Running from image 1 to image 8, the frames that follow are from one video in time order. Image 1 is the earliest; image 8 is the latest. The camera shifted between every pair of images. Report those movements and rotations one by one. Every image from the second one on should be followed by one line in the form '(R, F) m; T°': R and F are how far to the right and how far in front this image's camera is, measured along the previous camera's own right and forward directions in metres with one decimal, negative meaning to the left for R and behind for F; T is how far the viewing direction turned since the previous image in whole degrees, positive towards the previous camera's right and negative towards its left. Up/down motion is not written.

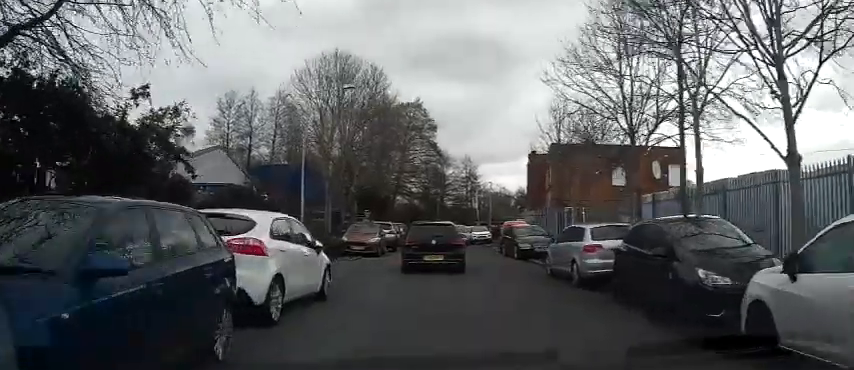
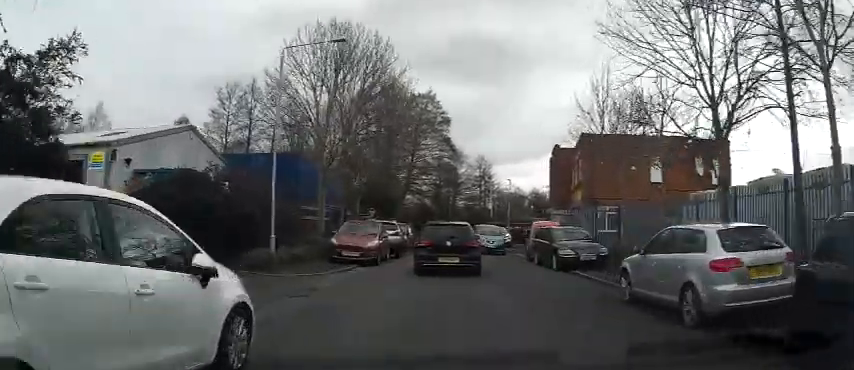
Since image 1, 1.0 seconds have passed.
(-0.1, +5.3) m; -2°
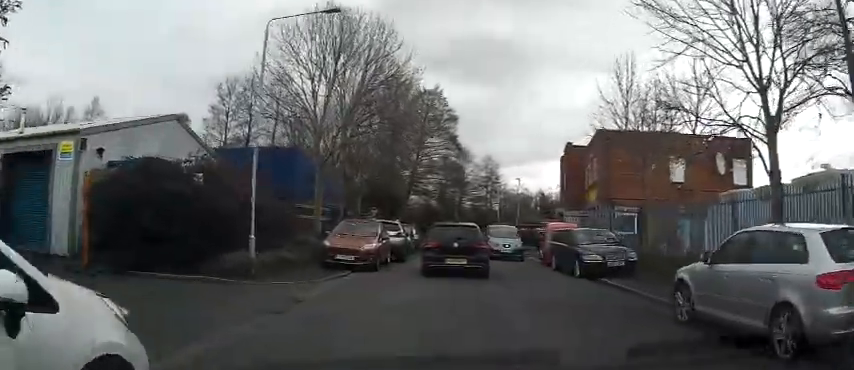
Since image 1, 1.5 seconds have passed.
(0.0, +2.3) m; -1°
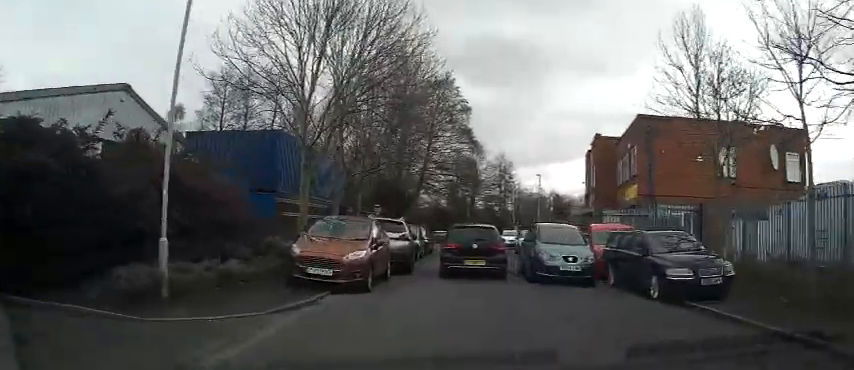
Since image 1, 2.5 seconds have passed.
(-0.2, +4.7) m; +3°
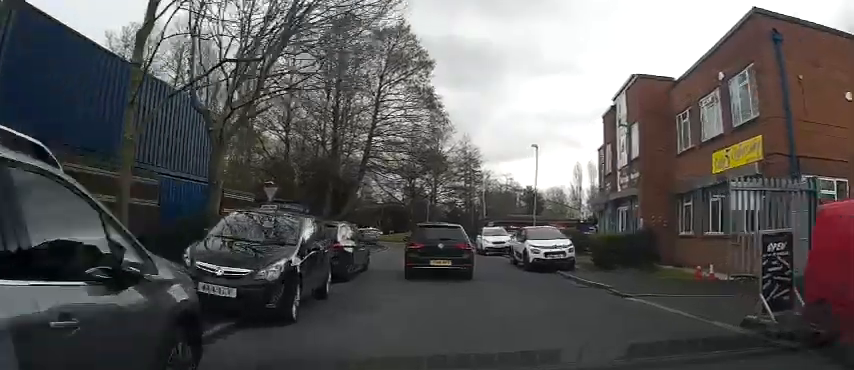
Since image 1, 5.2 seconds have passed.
(+0.8, +13.4) m; +1°
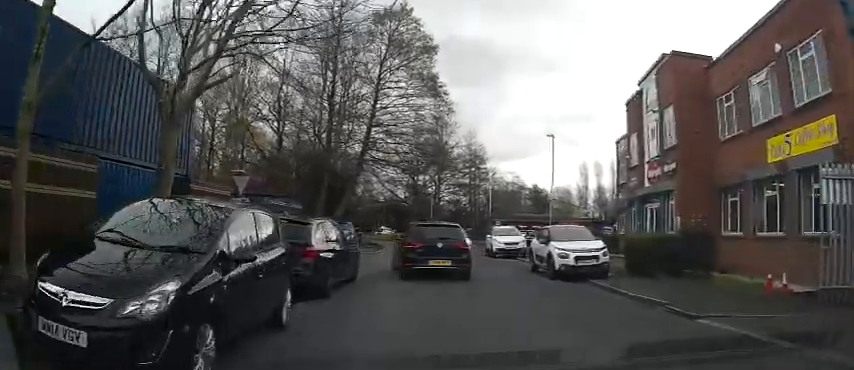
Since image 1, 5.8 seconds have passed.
(0.0, +3.3) m; 0°
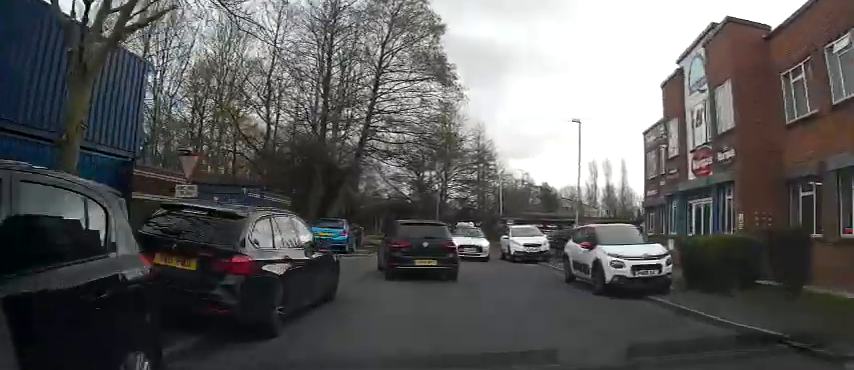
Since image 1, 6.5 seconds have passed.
(-0.1, +3.7) m; +2°
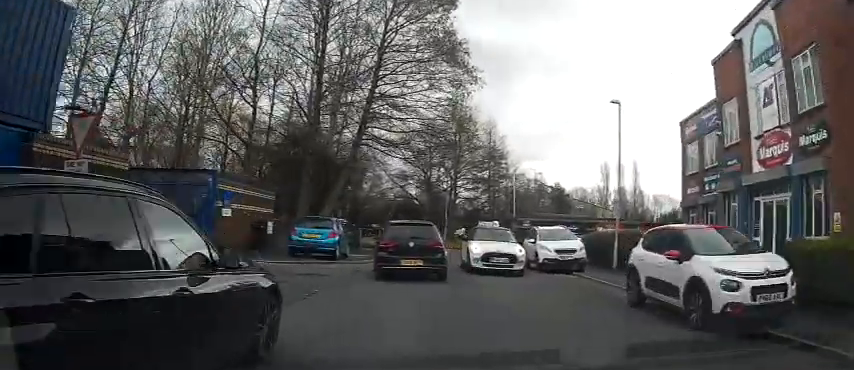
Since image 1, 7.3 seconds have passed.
(+0.2, +4.2) m; -2°
